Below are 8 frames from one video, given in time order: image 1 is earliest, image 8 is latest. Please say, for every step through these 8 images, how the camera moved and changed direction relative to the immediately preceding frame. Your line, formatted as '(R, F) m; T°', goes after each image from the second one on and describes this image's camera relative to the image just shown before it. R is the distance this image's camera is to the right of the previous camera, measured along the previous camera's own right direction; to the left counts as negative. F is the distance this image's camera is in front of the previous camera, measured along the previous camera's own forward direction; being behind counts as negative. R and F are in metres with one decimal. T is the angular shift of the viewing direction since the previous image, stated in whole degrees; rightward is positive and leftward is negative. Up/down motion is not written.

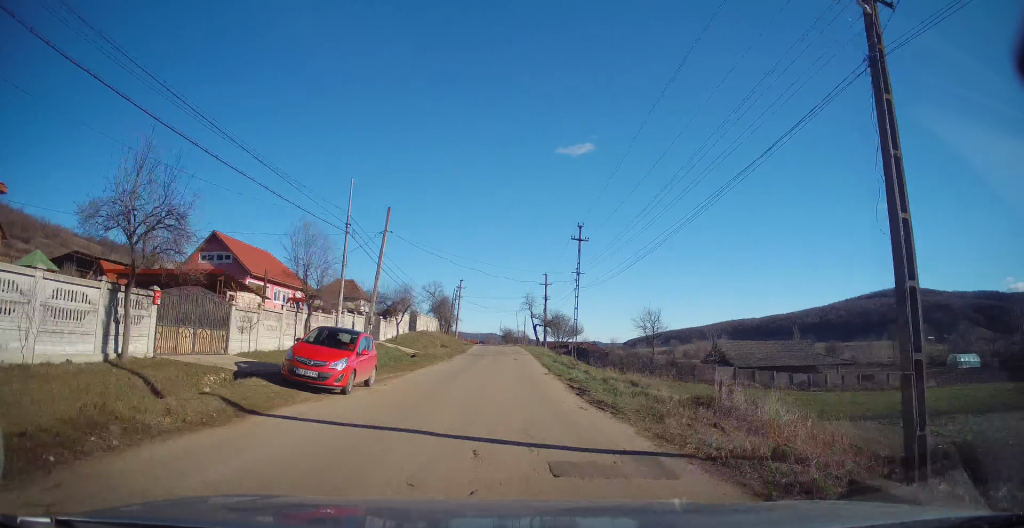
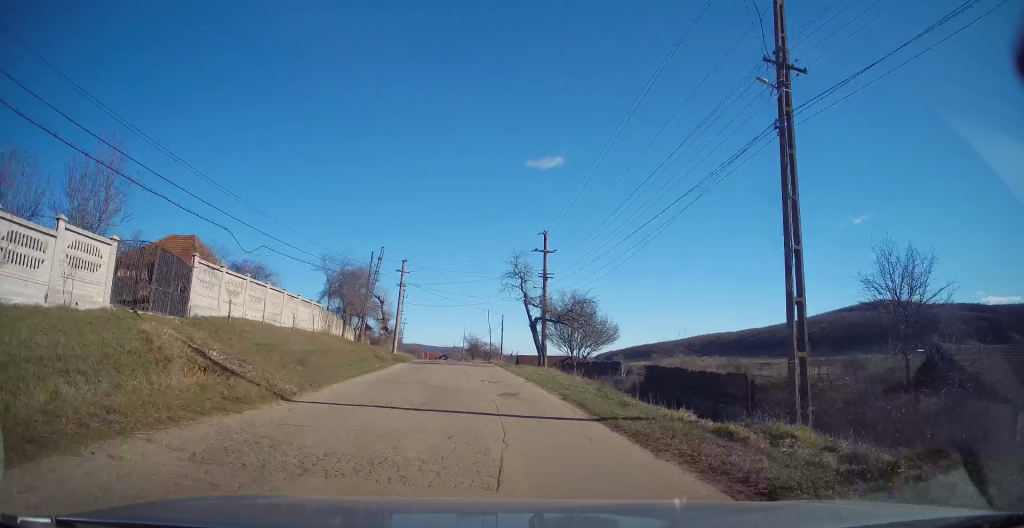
(+0.4, +37.3) m; +1°
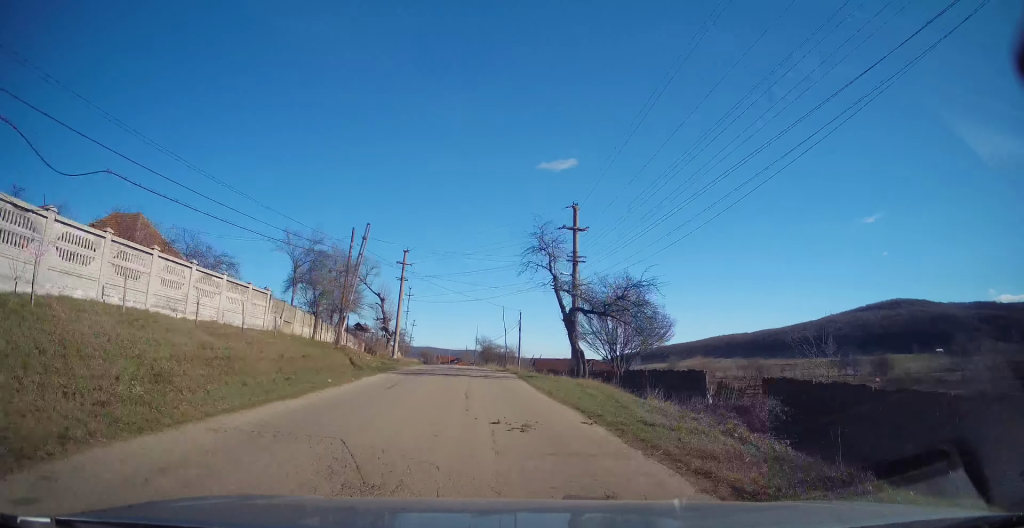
(0.0, +9.5) m; 0°
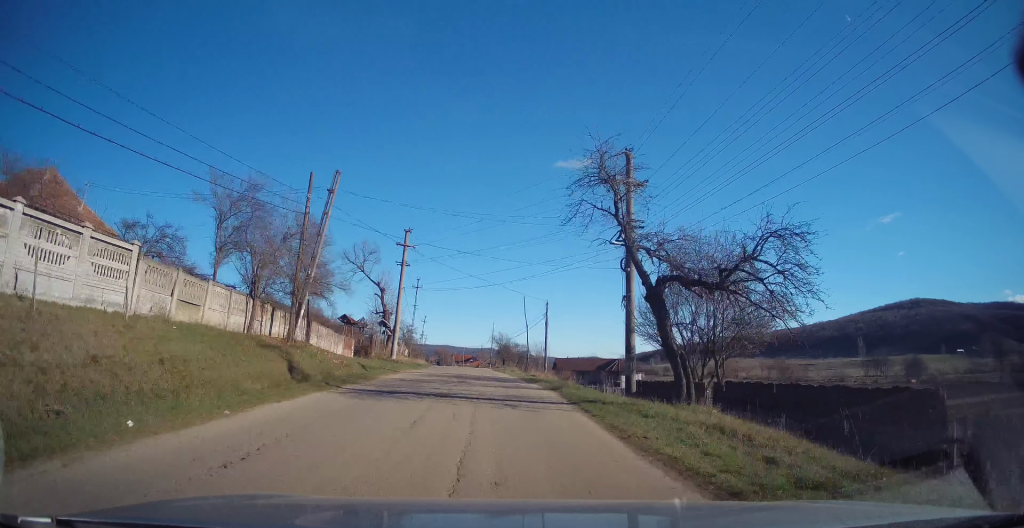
(0.0, +10.3) m; 0°
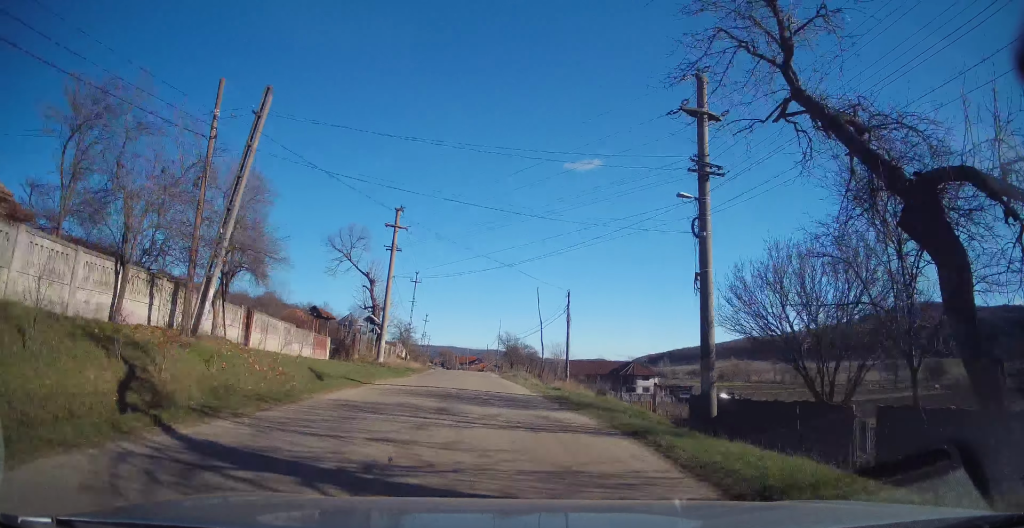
(0.0, +8.5) m; -1°
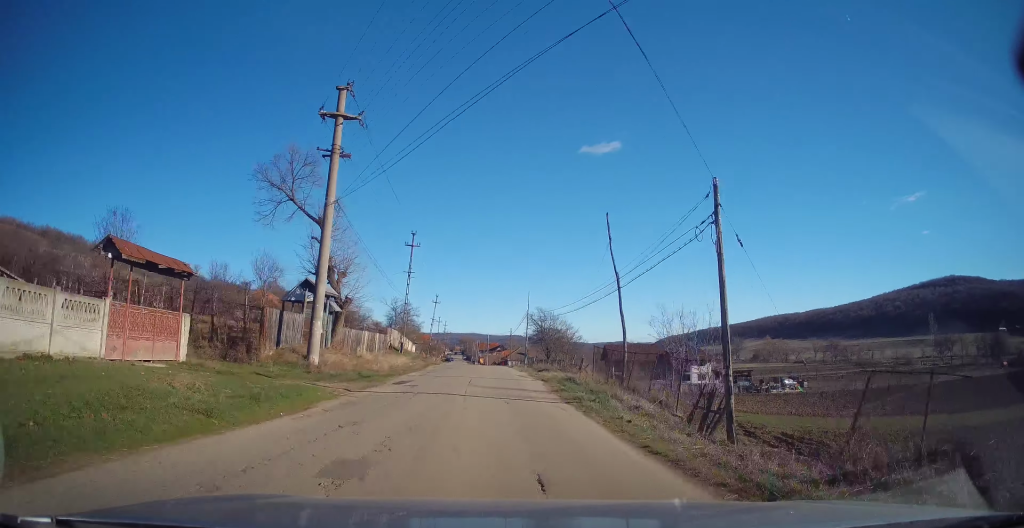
(-0.7, +20.1) m; -3°
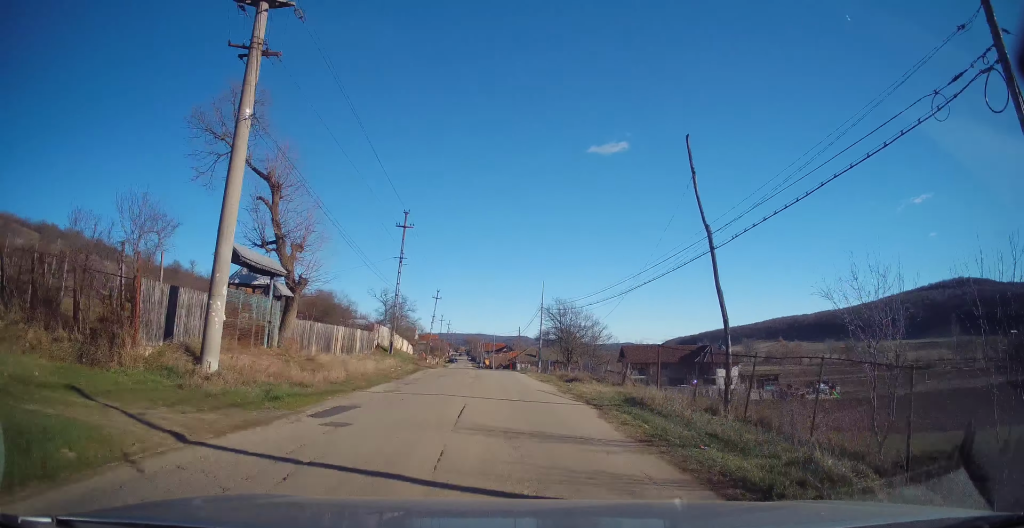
(0.0, +9.0) m; 0°
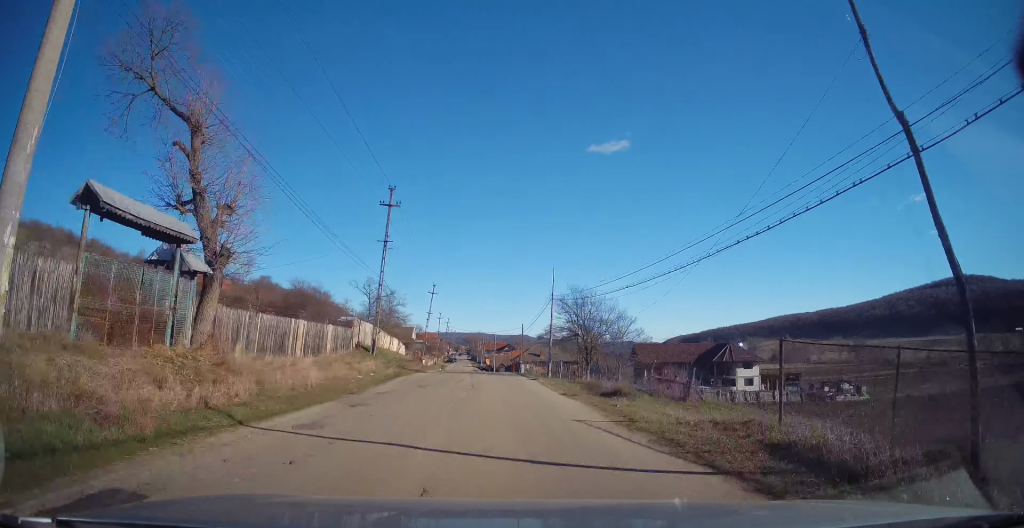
(0.0, +7.2) m; 0°
